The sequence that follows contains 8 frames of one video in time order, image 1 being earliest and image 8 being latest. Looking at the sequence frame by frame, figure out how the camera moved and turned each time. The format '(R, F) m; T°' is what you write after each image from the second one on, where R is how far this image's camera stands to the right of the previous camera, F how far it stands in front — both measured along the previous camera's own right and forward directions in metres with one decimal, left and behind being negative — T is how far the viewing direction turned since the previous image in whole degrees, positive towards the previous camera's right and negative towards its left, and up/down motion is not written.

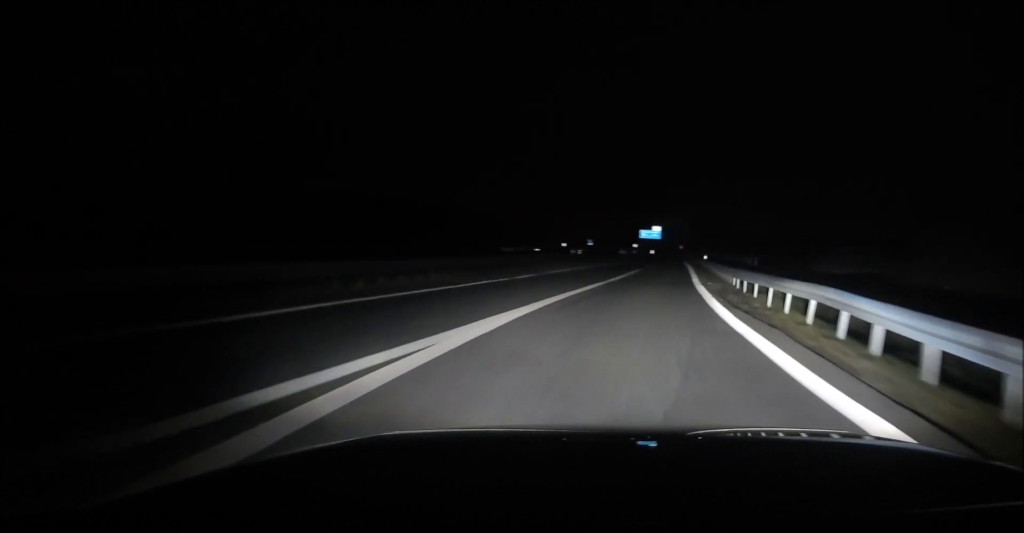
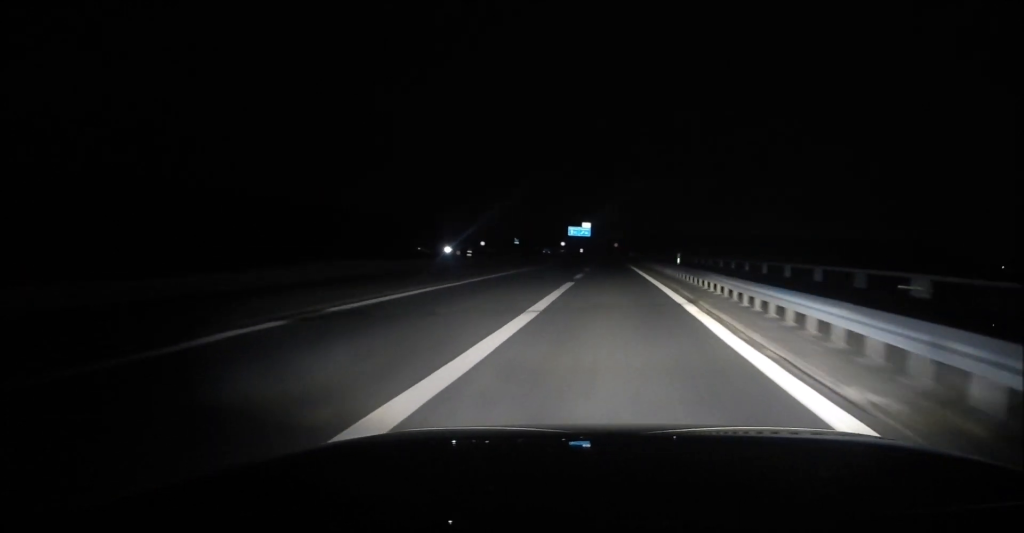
(+1.8, +18.8) m; +9°
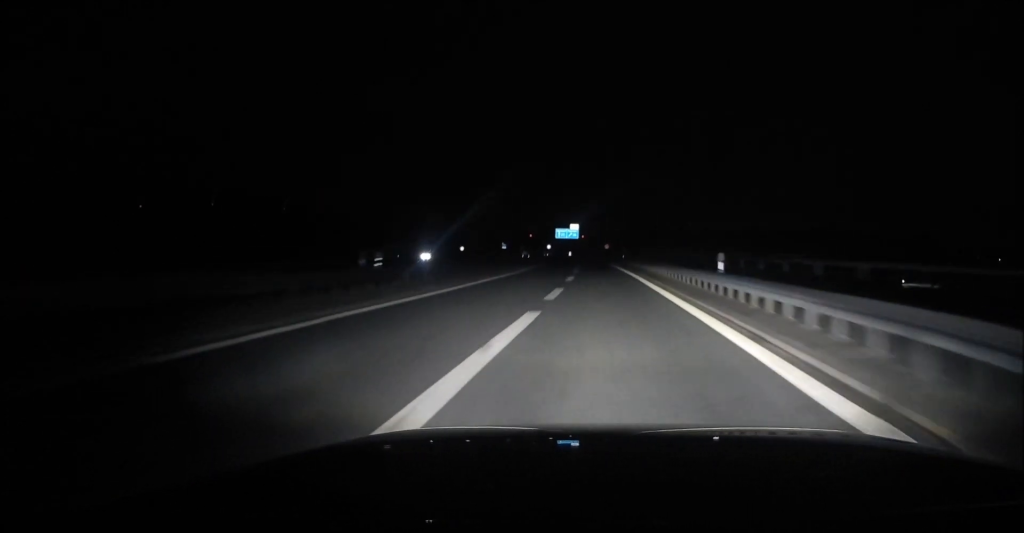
(+0.4, +11.5) m; +2°
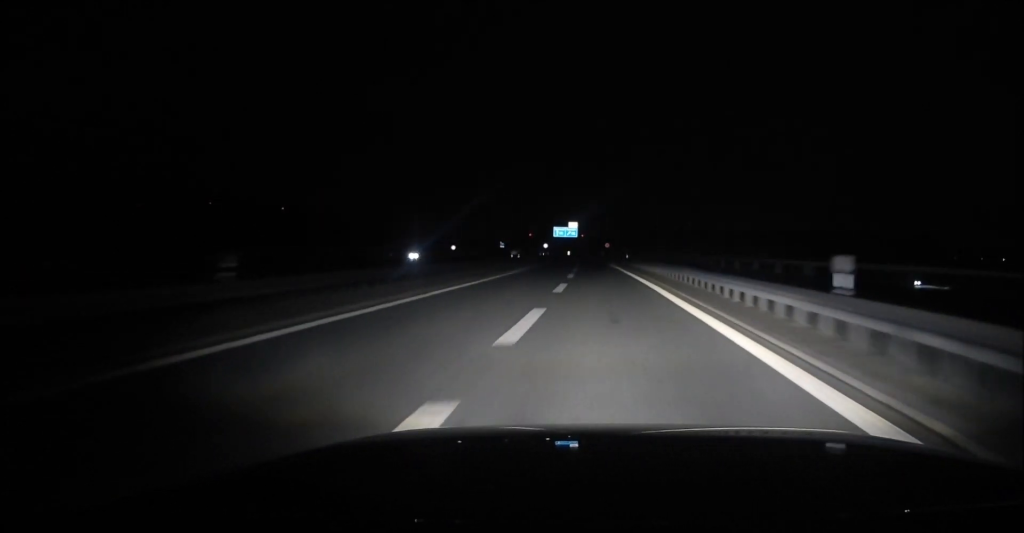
(+0.1, +8.1) m; +1°
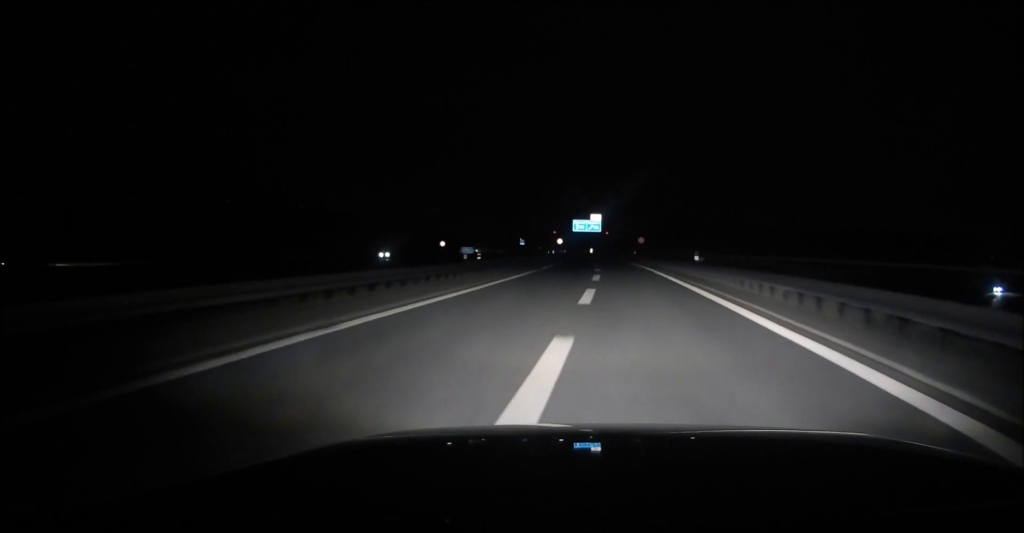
(+0.2, +28.2) m; -1°
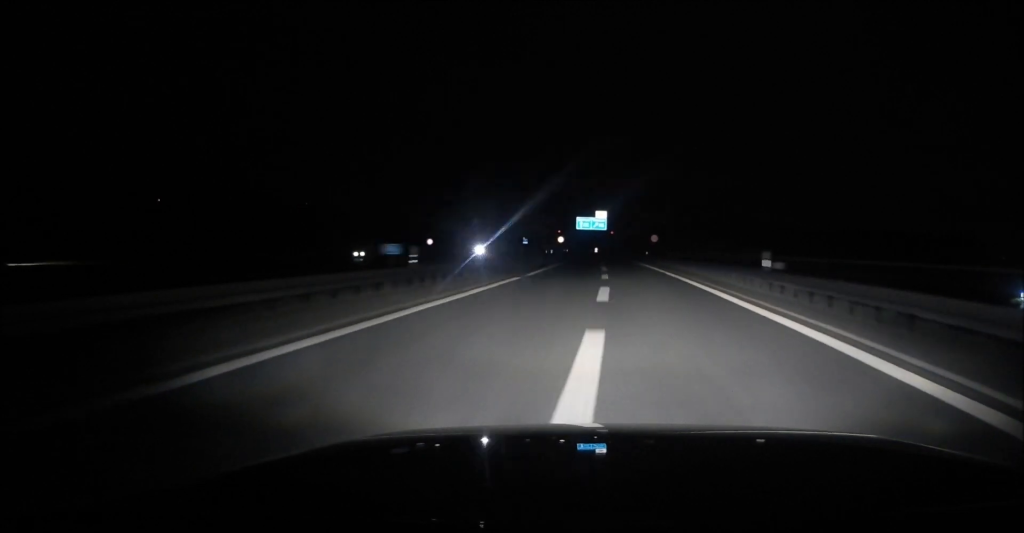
(-0.2, +11.4) m; -1°
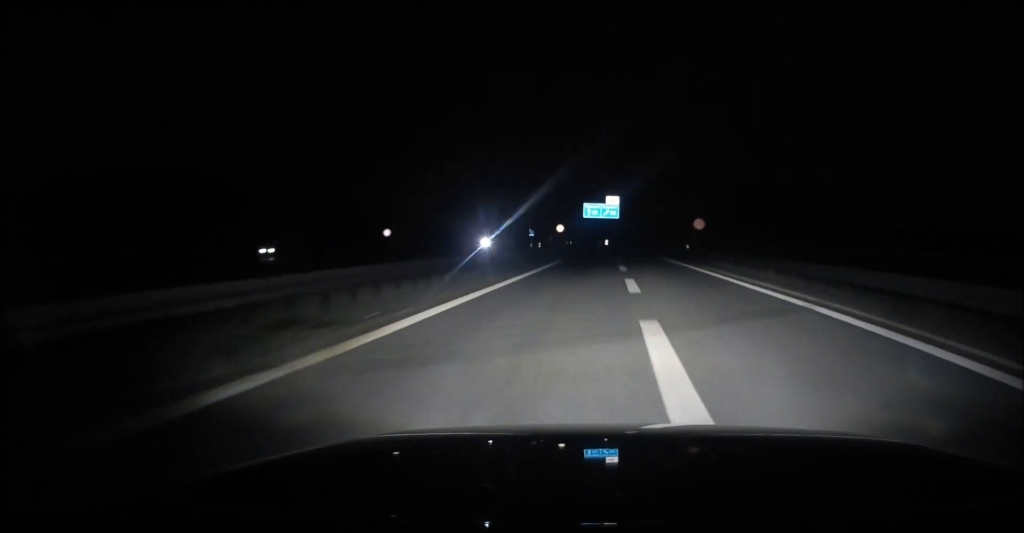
(-0.3, +23.3) m; -1°
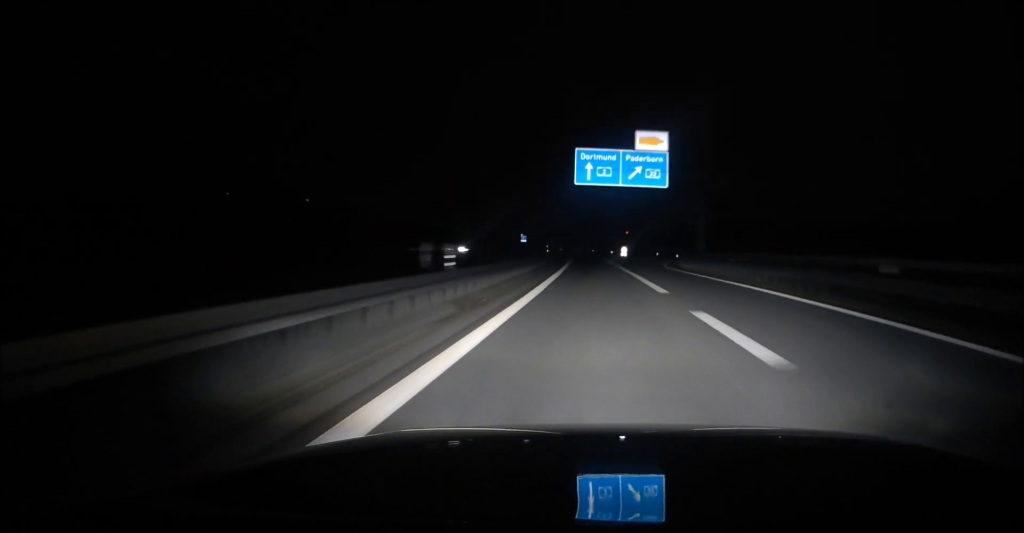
(-0.8, +81.1) m; -1°
